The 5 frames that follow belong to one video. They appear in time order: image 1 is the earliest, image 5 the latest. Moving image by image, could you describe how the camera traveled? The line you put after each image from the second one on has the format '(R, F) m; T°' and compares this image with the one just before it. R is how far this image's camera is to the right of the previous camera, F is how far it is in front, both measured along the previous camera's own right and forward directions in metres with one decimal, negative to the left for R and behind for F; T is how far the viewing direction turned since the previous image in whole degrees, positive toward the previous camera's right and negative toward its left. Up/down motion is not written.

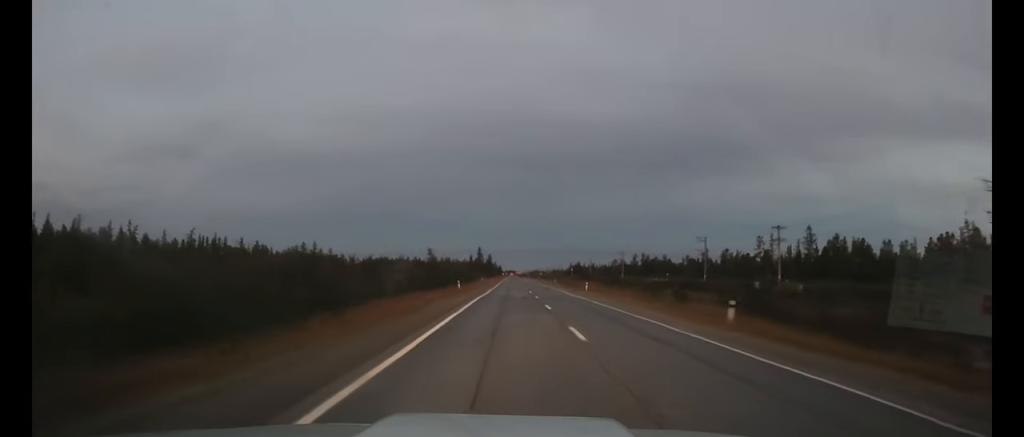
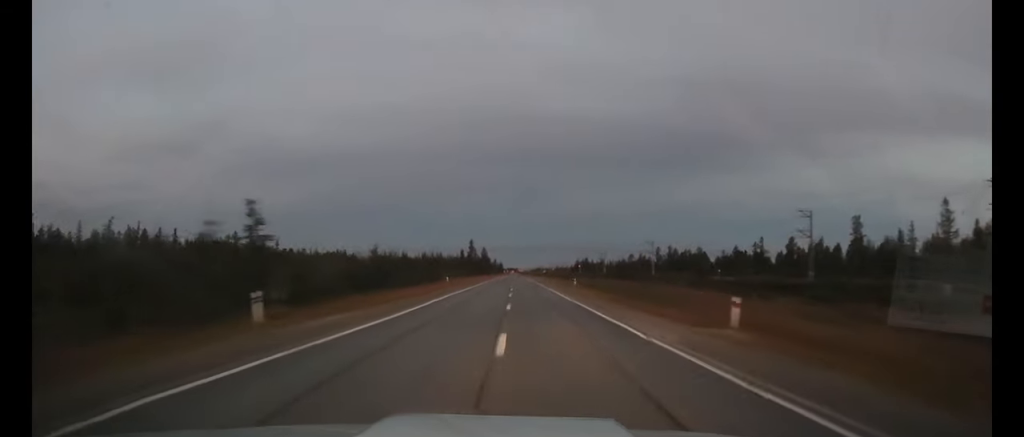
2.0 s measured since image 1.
(+0.3, +50.6) m; 0°
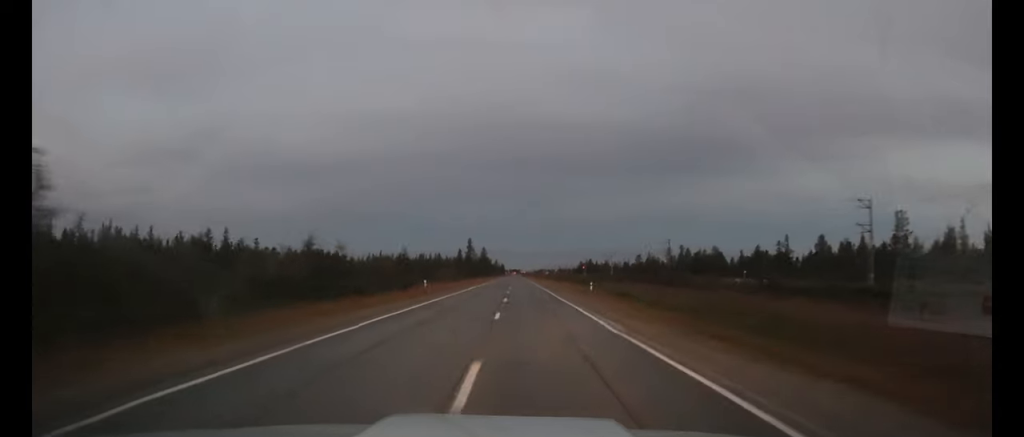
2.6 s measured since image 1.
(0.0, +15.5) m; 0°
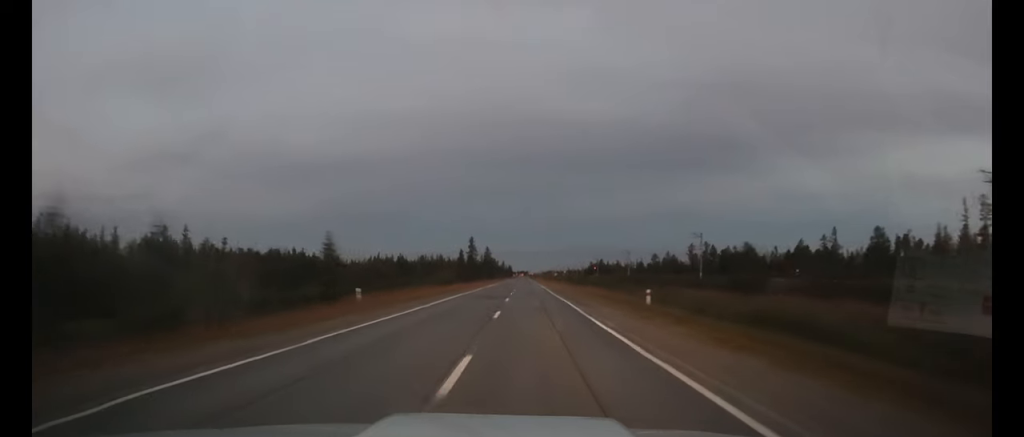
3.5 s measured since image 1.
(-0.1, +22.0) m; -1°
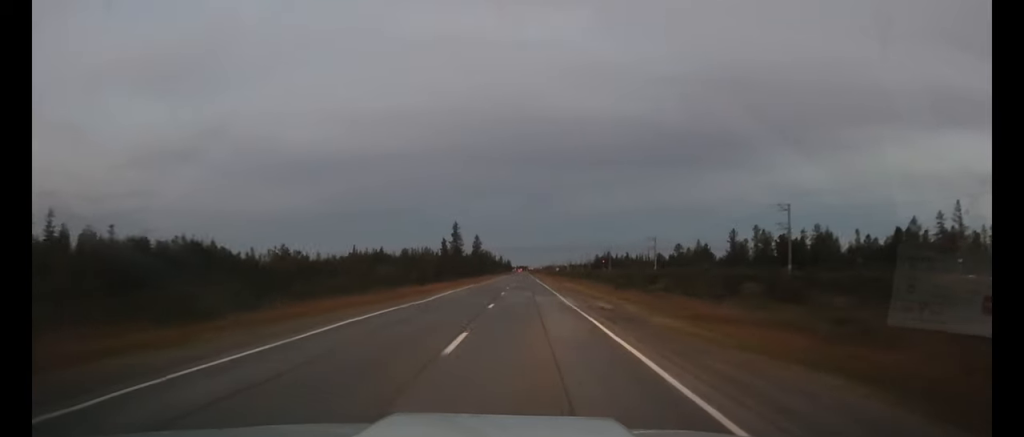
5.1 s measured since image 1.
(-0.4, +45.2) m; -1°
